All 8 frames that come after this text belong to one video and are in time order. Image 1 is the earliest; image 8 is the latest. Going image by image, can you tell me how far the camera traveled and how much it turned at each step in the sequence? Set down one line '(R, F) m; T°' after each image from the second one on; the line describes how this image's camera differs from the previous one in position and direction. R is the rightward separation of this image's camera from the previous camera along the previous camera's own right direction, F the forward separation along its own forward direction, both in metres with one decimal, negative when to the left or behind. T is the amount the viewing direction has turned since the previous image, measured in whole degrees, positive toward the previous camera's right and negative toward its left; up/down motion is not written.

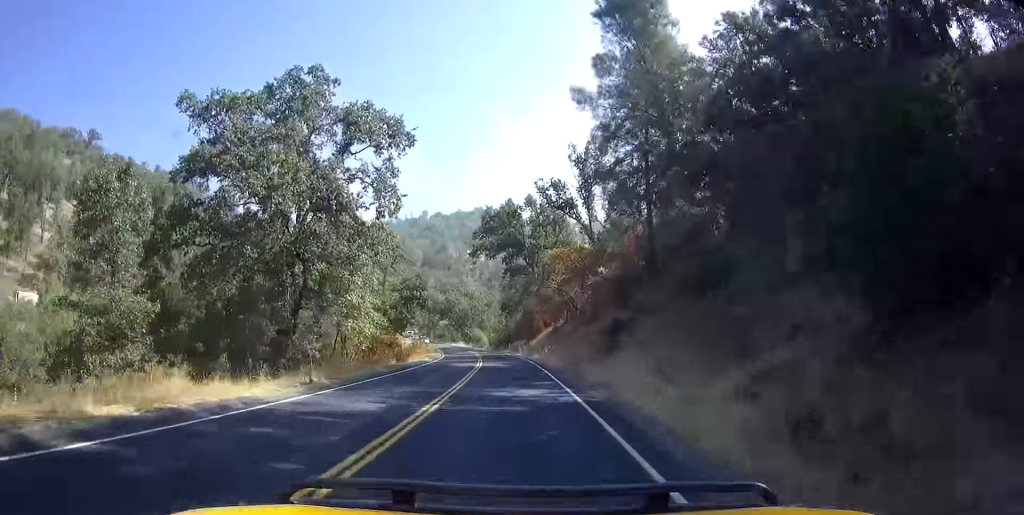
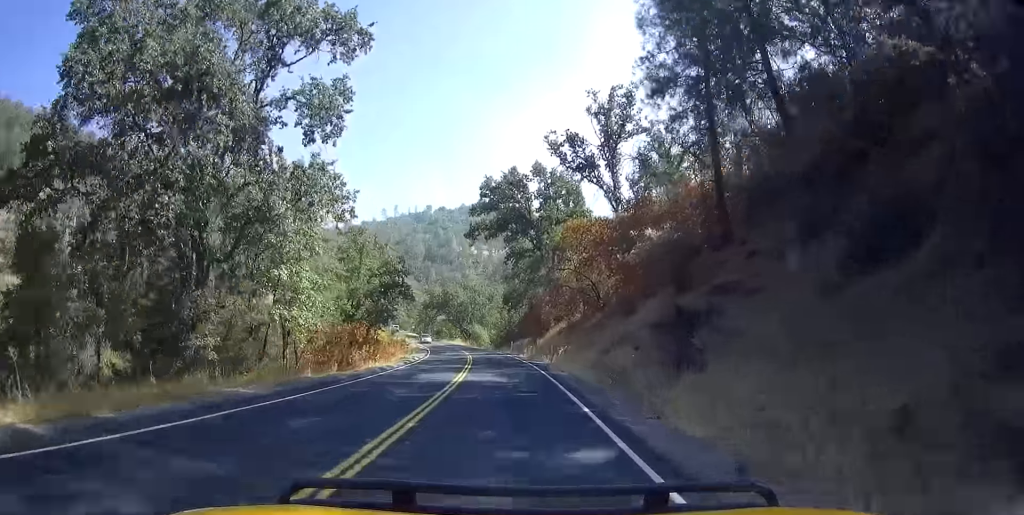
(+0.3, +12.2) m; -1°
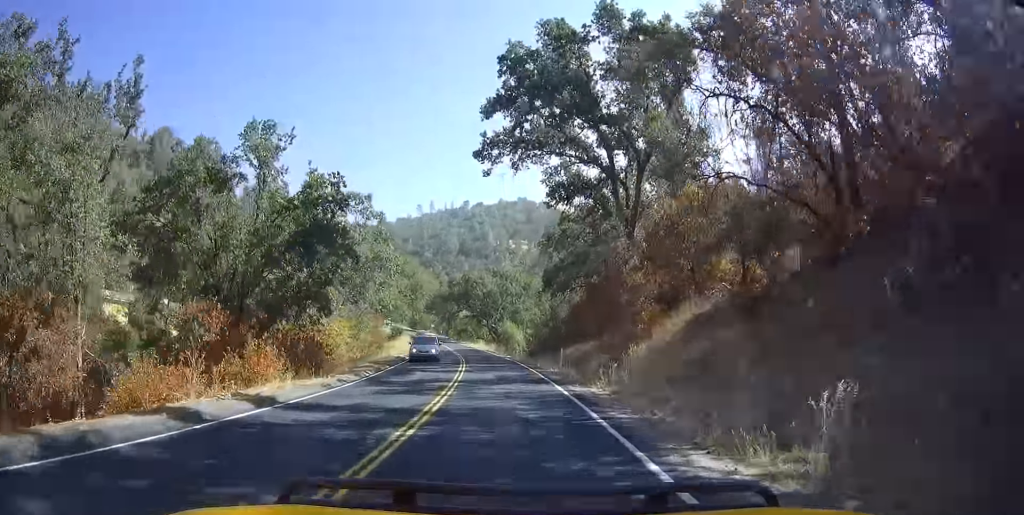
(-1.3, +28.5) m; -5°
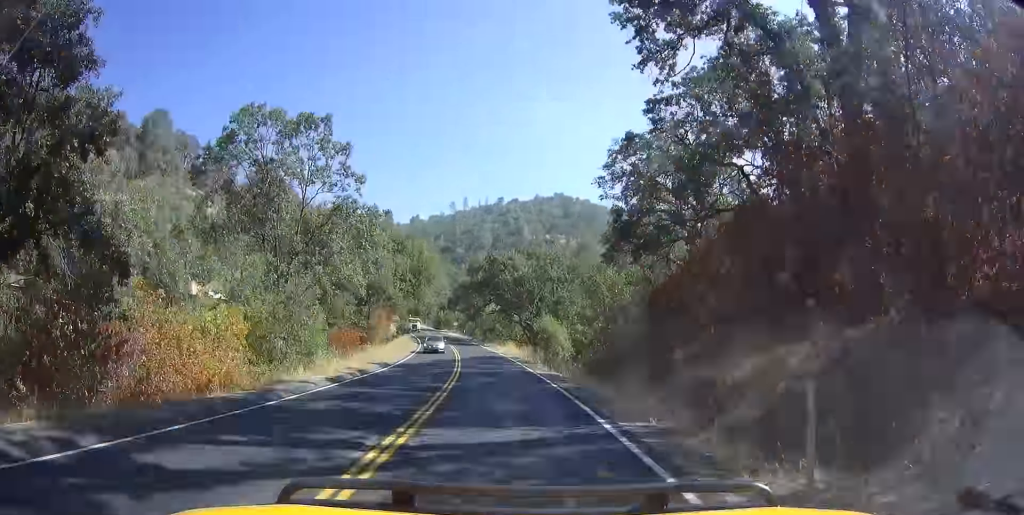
(-0.6, +21.7) m; -5°
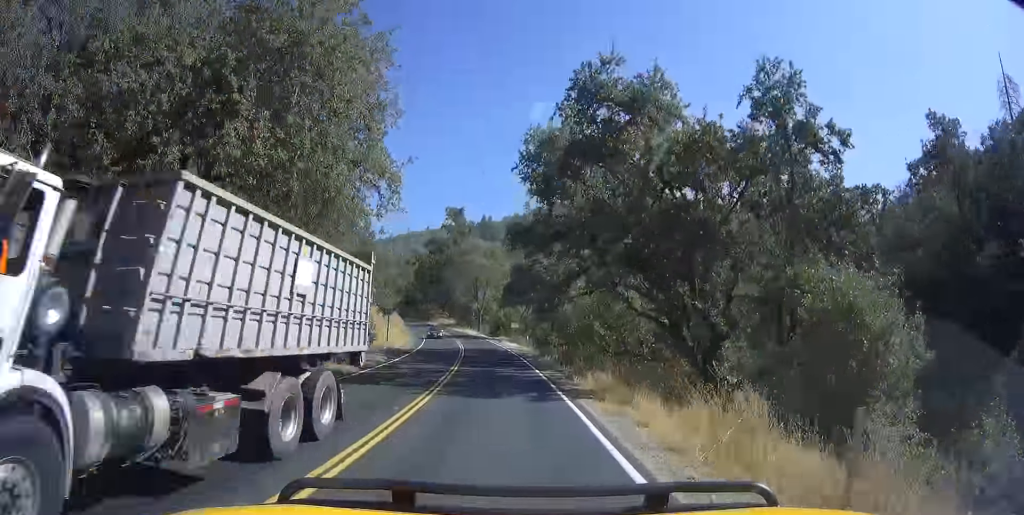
(-3.7, +46.5) m; -8°
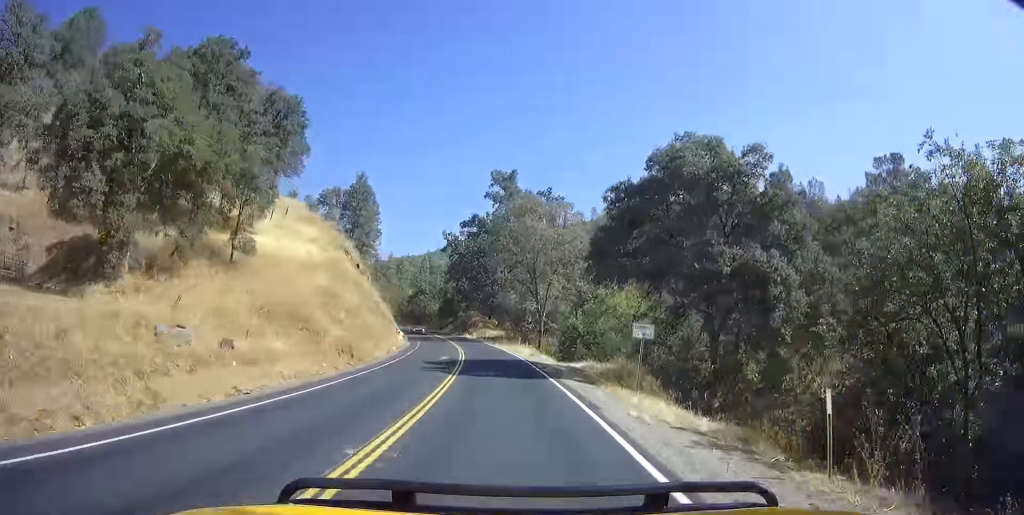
(-3.1, +40.5) m; -9°
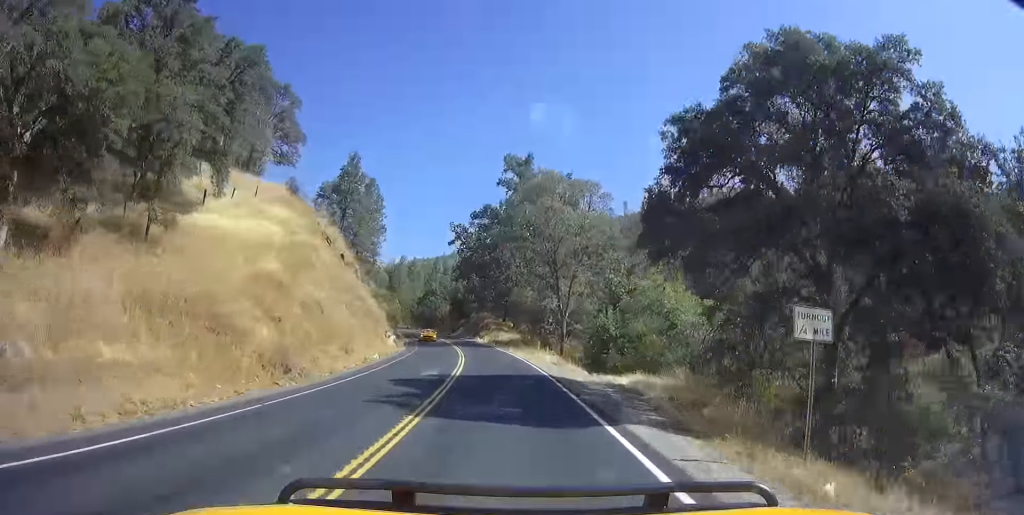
(-0.4, +9.8) m; -2°
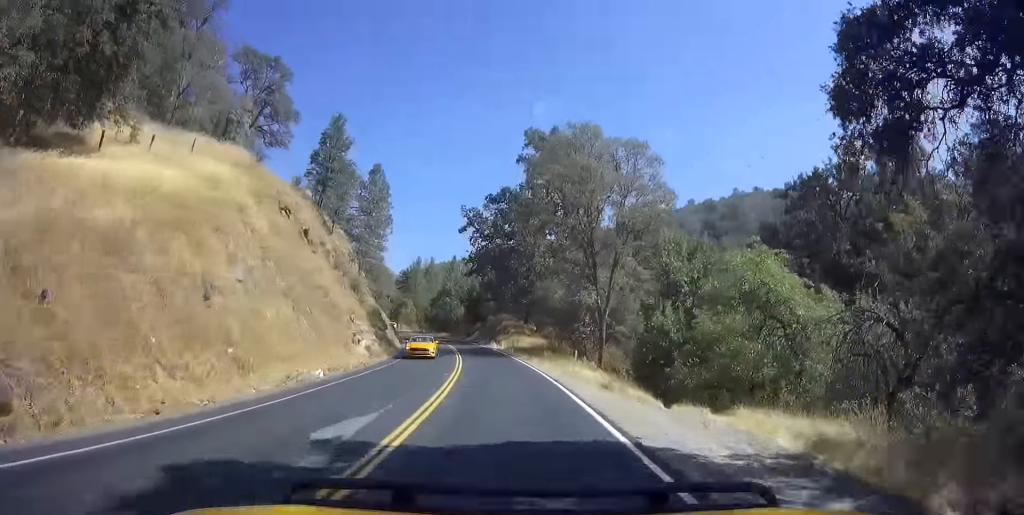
(-0.4, +12.8) m; -2°
